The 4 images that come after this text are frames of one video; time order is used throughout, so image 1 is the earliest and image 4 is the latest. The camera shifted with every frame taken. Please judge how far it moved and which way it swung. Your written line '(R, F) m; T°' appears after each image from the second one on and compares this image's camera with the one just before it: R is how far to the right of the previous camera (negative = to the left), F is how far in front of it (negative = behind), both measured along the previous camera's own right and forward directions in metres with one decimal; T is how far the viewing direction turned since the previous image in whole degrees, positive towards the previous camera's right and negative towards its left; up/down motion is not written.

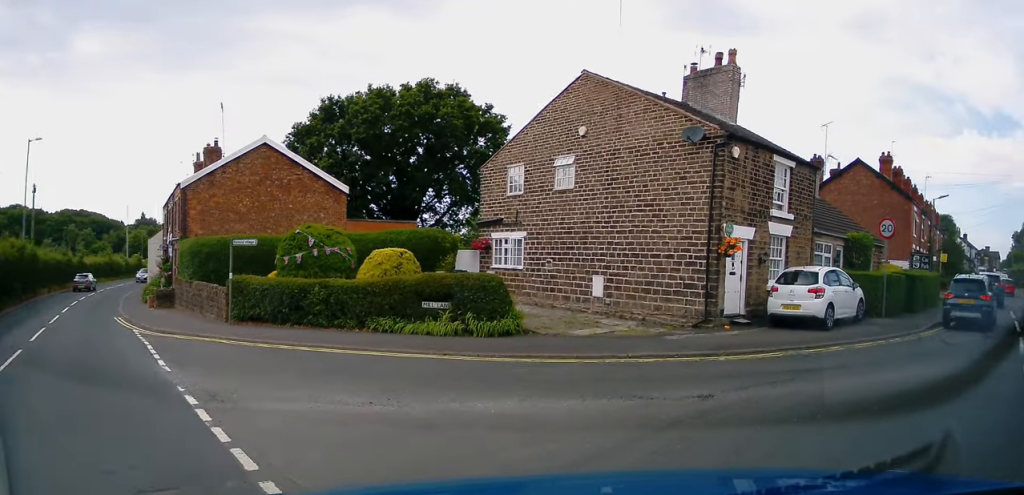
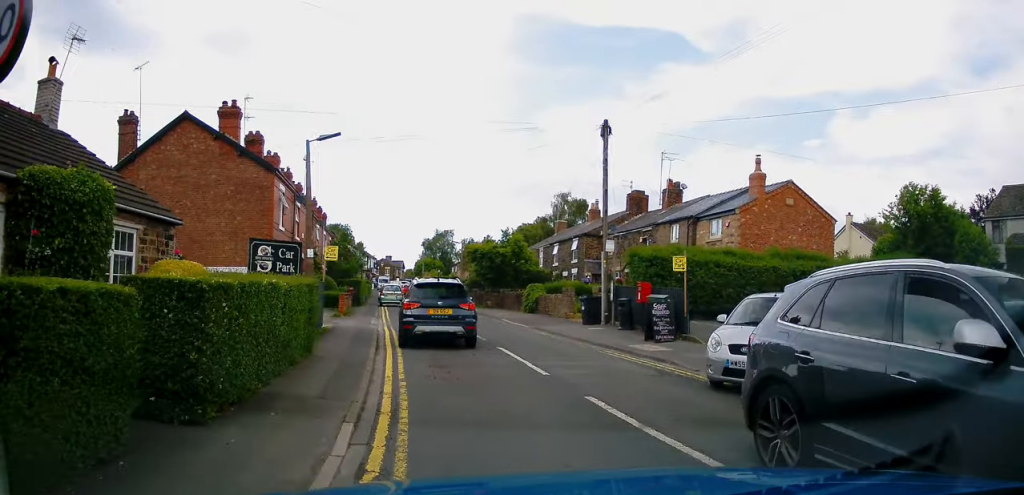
(+8.1, +12.5) m; +49°
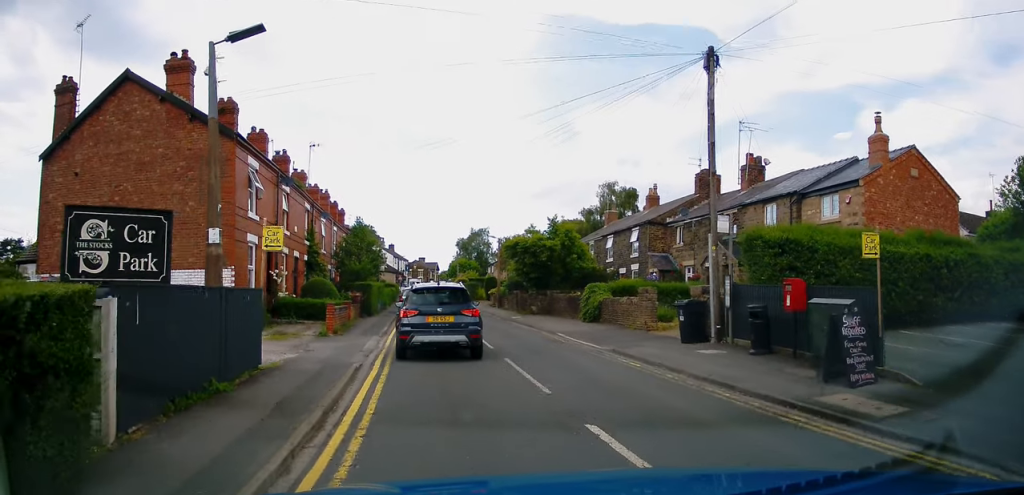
(0.0, +7.4) m; -3°
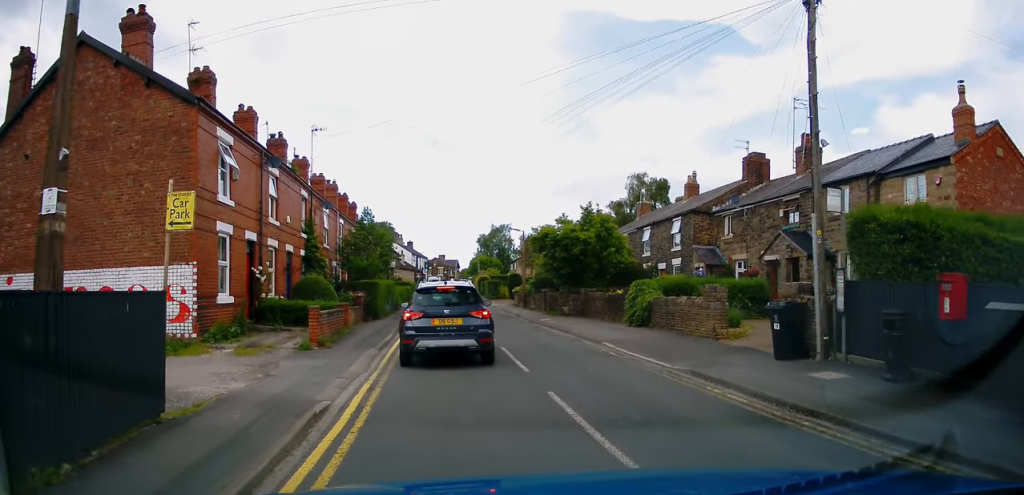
(-0.1, +4.0) m; -2°
